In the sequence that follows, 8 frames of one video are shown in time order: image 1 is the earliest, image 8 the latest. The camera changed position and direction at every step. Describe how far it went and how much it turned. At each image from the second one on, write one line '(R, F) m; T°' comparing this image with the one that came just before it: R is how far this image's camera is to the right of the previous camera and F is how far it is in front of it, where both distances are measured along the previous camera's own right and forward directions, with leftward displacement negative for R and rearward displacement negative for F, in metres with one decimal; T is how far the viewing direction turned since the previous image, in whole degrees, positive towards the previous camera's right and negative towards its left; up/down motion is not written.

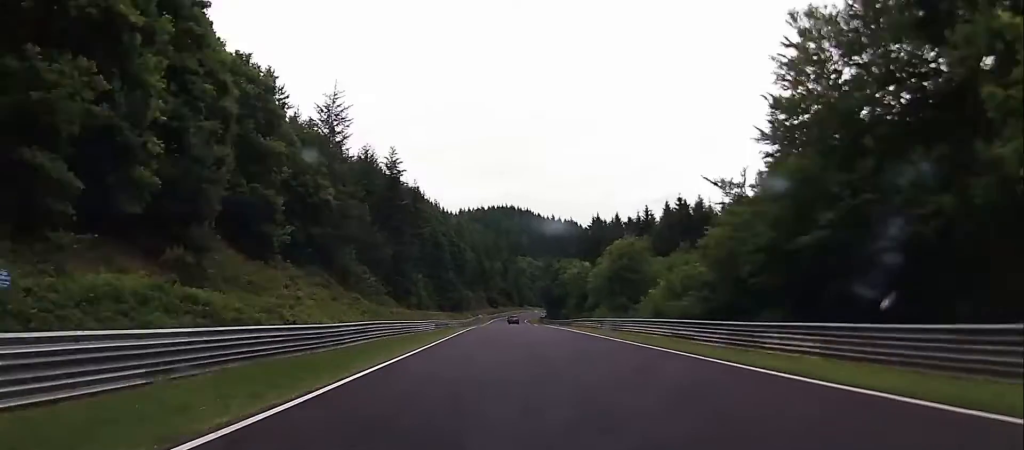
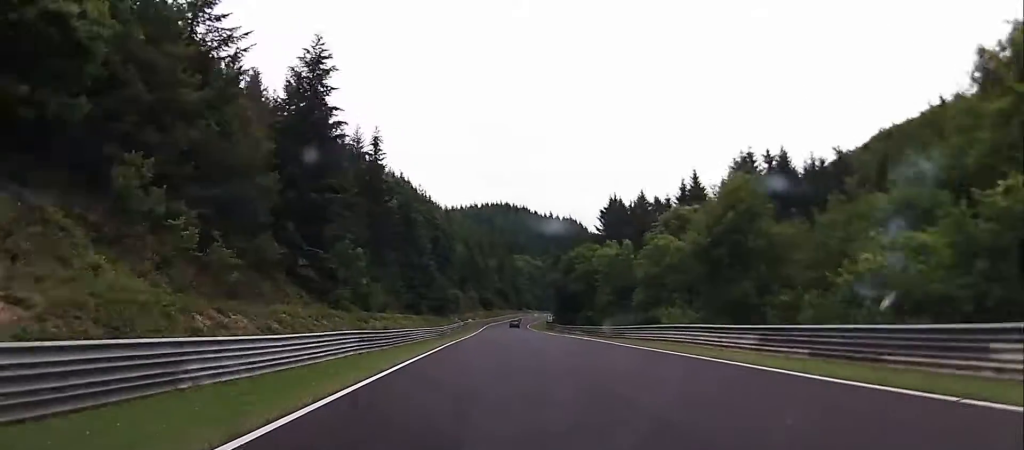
(+0.4, +35.0) m; +1°
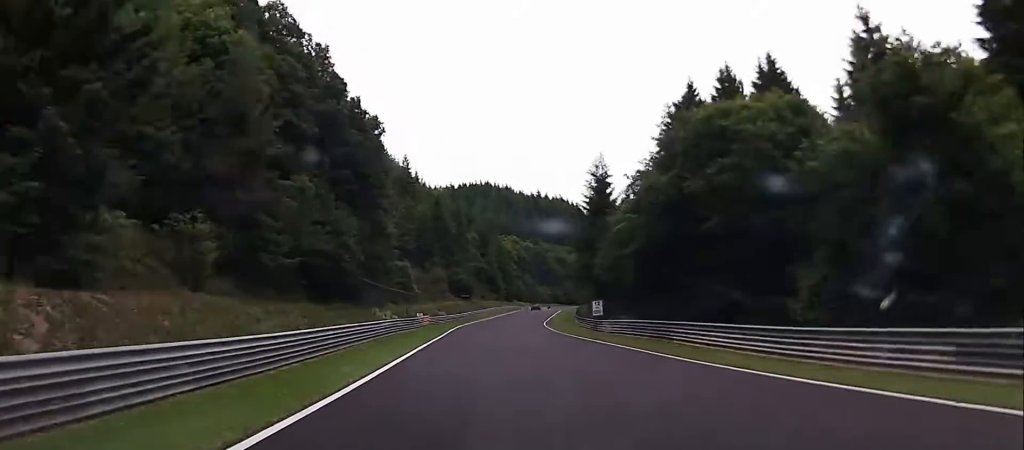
(+1.3, +70.8) m; +1°
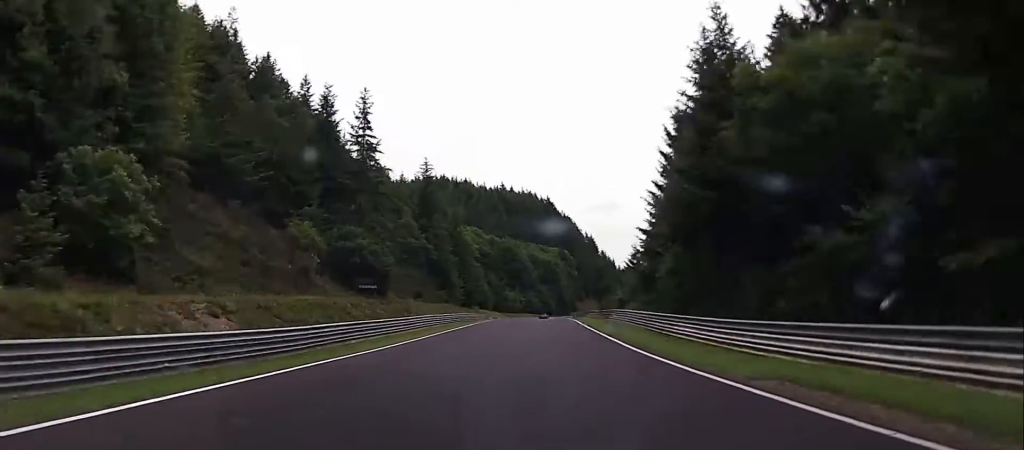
(-0.7, +63.8) m; +3°
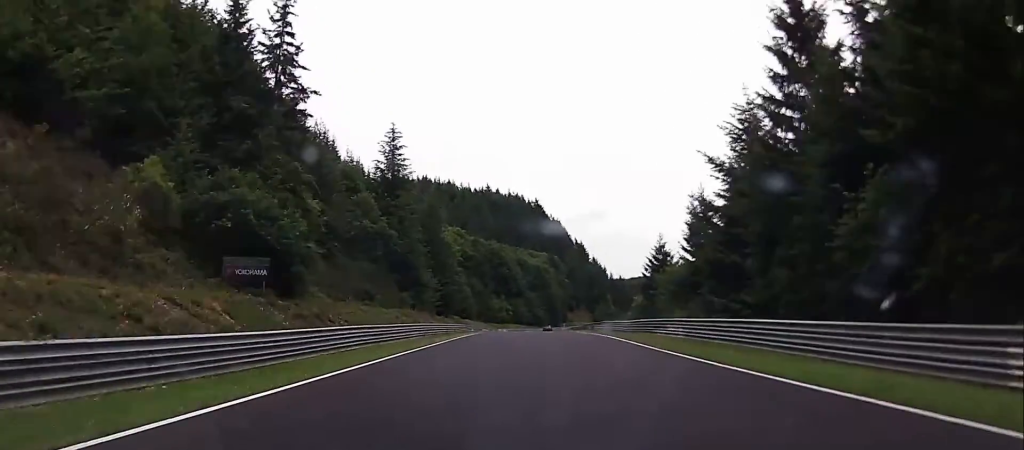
(+0.8, +22.6) m; +2°
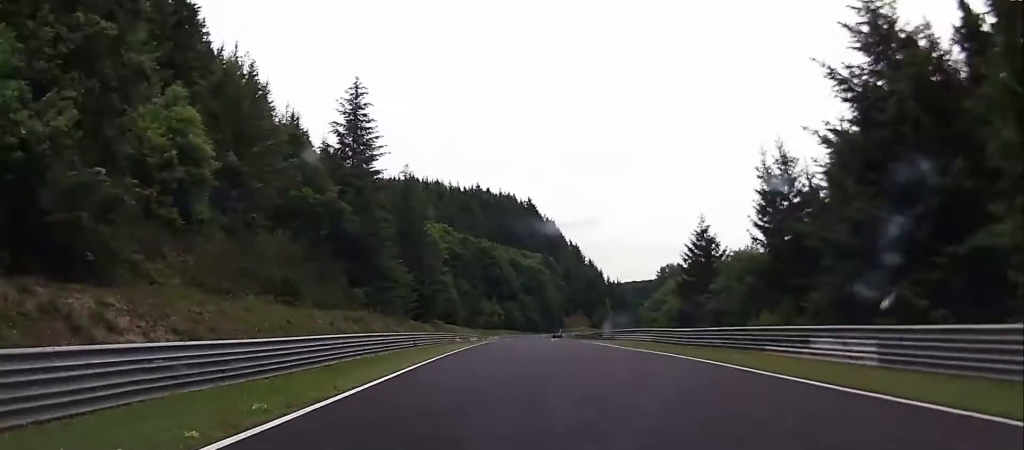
(+1.0, +18.5) m; +2°
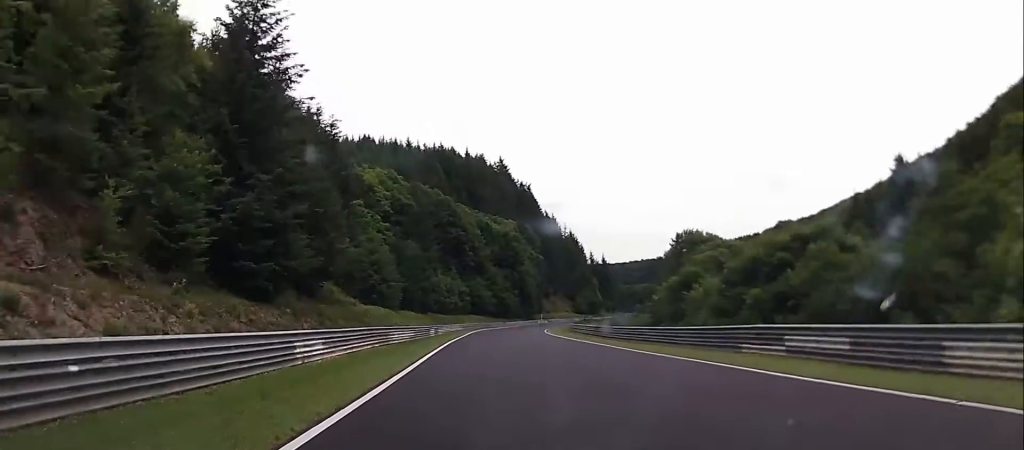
(+0.8, +47.1) m; +3°
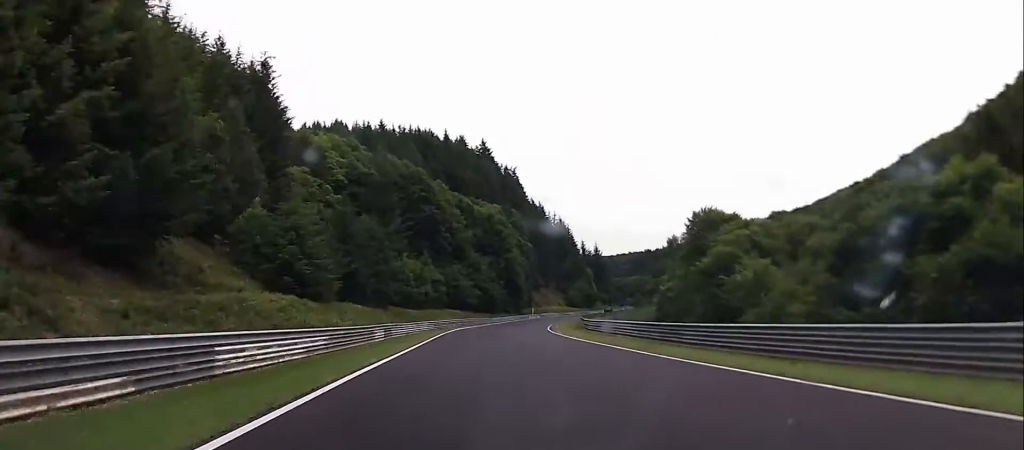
(+0.6, +24.2) m; +3°
